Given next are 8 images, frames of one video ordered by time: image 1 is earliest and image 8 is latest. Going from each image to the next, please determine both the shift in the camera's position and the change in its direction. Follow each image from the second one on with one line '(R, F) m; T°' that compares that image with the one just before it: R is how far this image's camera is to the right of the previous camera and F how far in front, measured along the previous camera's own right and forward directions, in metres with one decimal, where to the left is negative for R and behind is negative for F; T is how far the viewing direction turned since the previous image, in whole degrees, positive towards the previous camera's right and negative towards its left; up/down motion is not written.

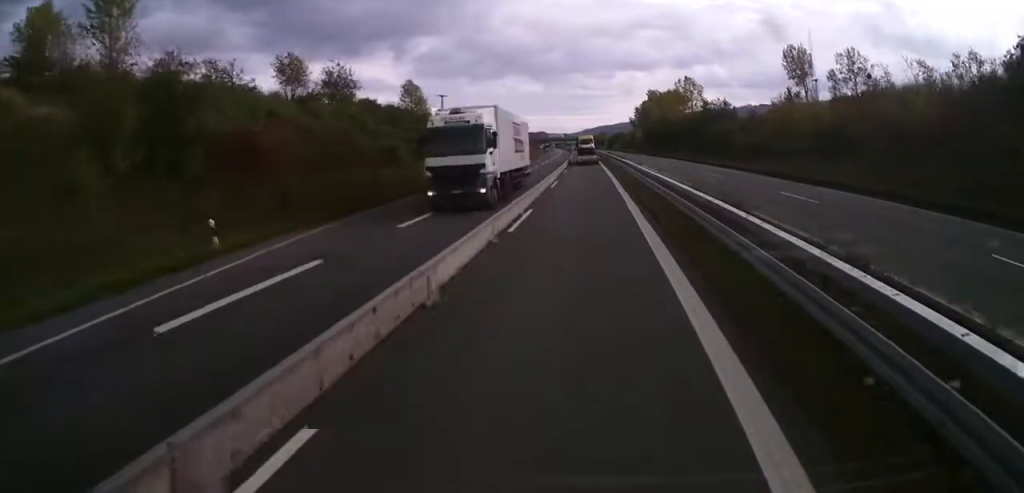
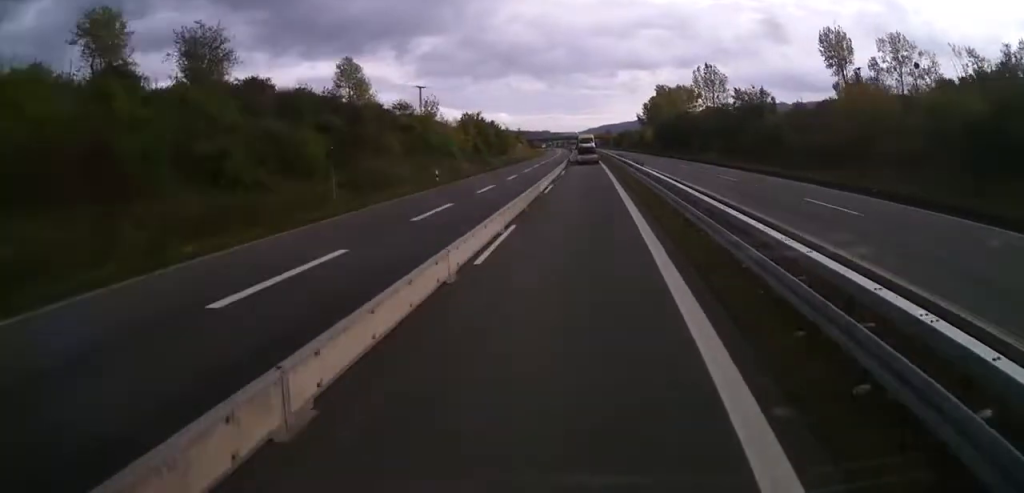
(-0.2, +22.0) m; -1°
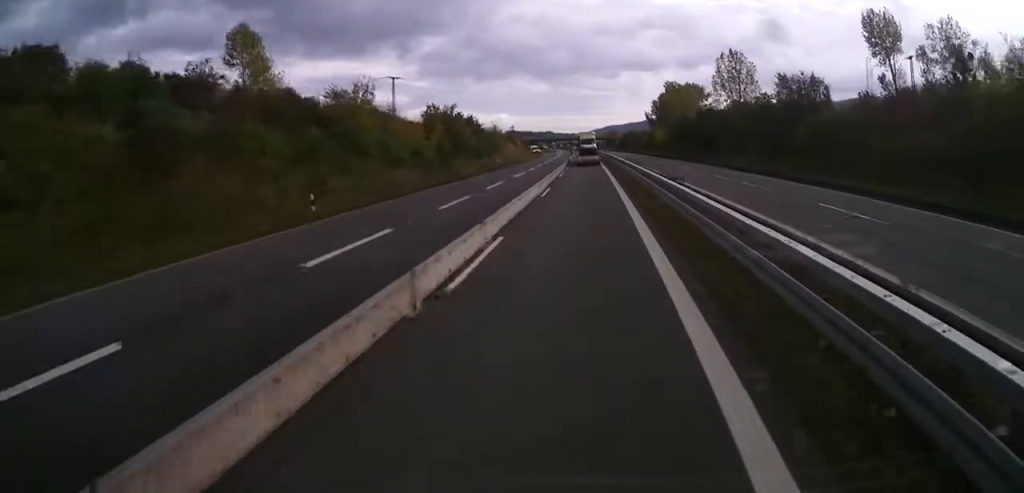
(-0.3, +19.7) m; 0°
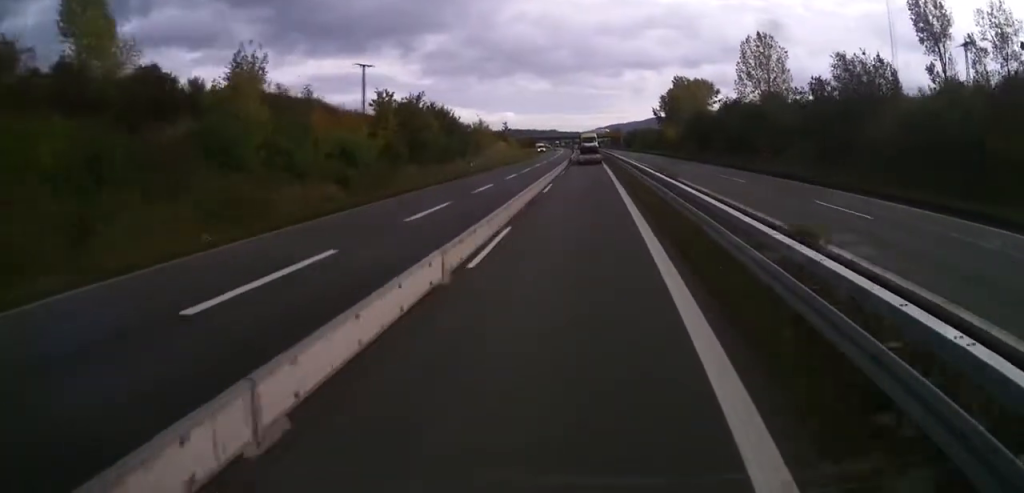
(+0.2, +16.0) m; 0°
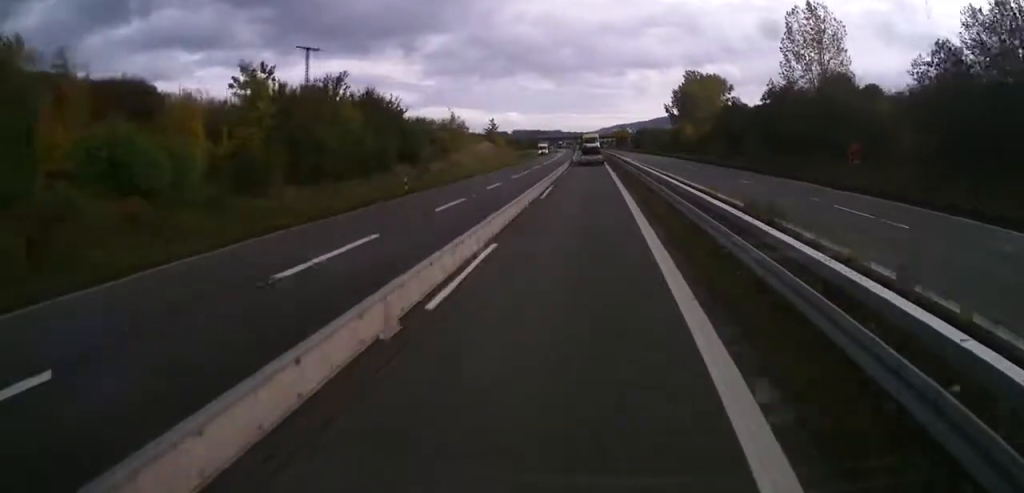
(-0.2, +20.6) m; 0°
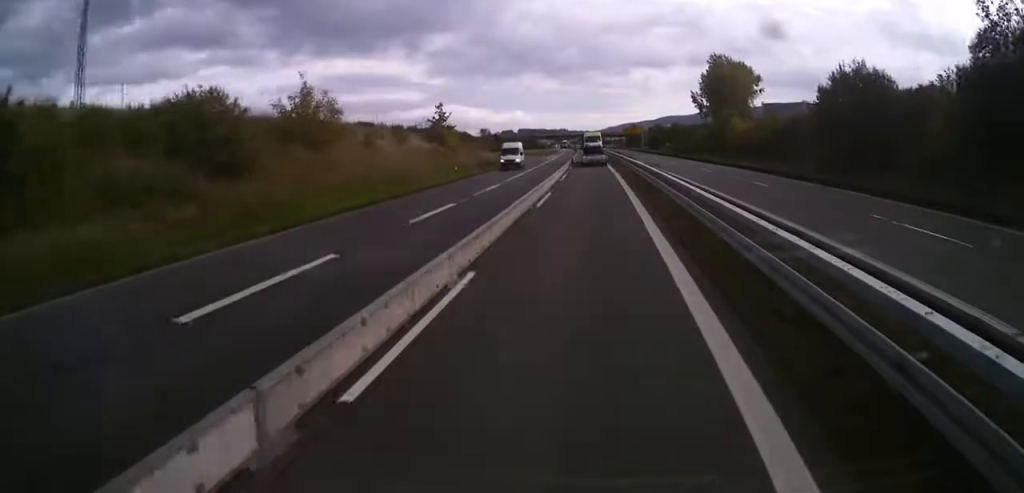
(-0.6, +39.1) m; -1°
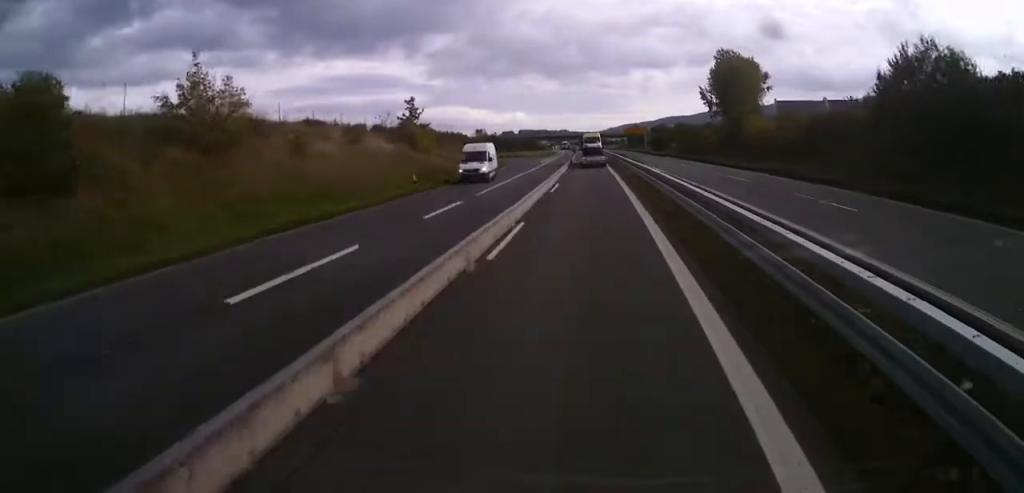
(-0.1, +10.7) m; 0°
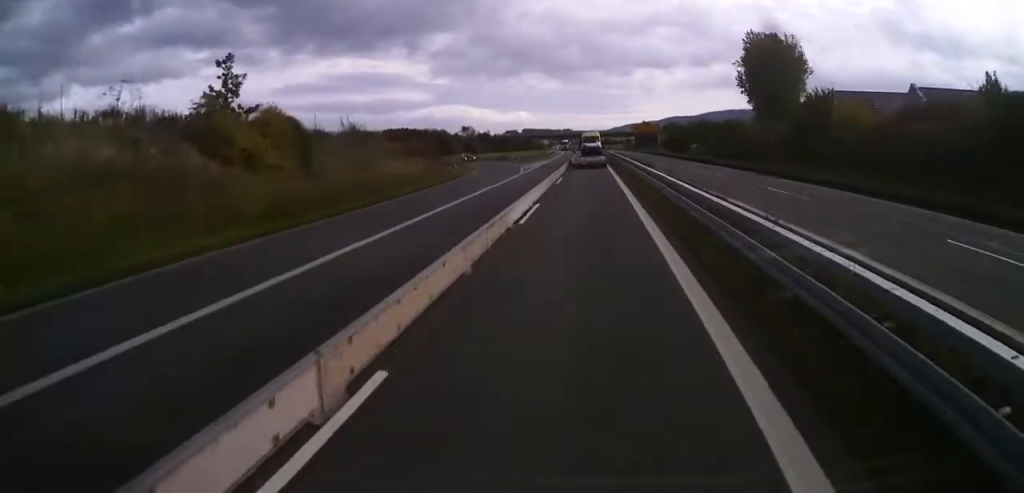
(+0.4, +30.5) m; 0°
